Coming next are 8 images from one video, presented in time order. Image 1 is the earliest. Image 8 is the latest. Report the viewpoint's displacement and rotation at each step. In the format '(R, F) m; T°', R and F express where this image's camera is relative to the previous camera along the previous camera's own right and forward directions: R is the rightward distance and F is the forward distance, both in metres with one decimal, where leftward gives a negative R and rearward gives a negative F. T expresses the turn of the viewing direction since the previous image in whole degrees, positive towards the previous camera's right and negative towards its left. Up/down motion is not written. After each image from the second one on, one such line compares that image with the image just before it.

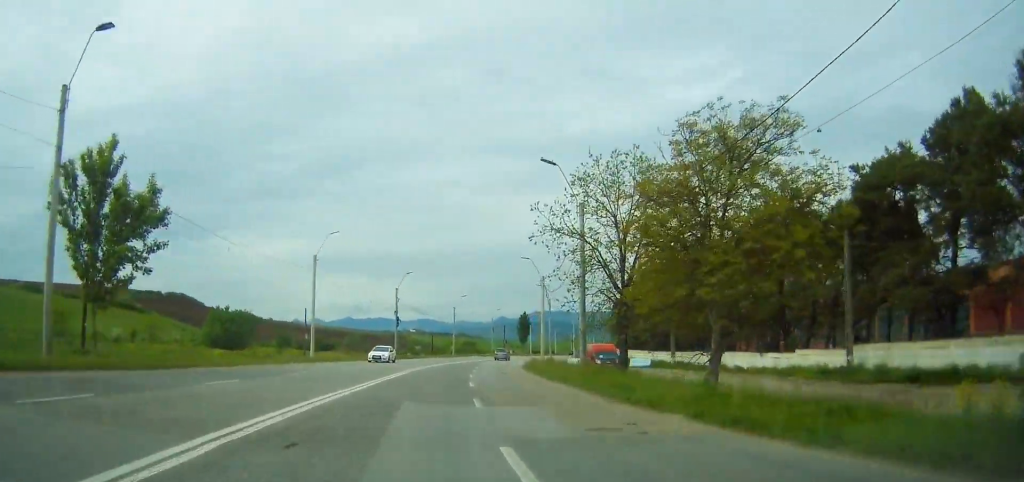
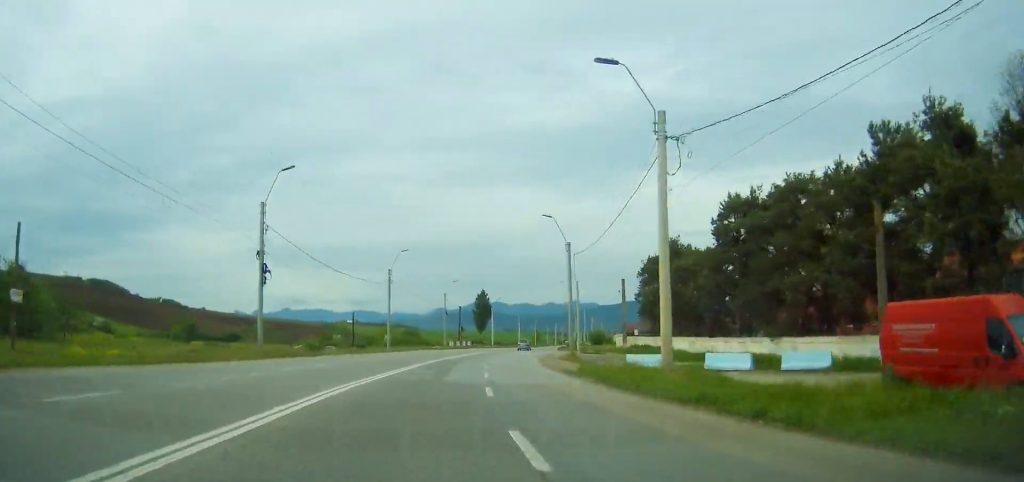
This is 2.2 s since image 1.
(+2.4, +44.3) m; +6°
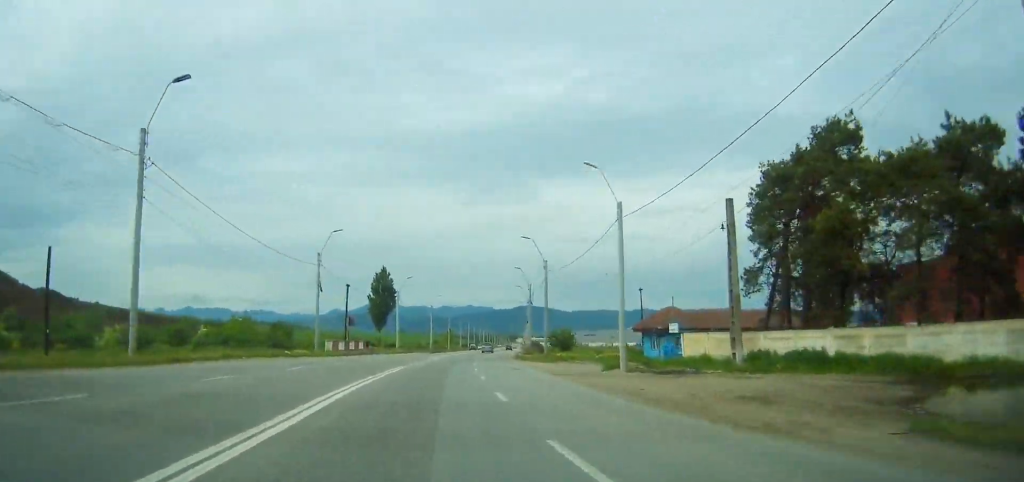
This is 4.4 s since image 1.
(+2.8, +45.7) m; +7°
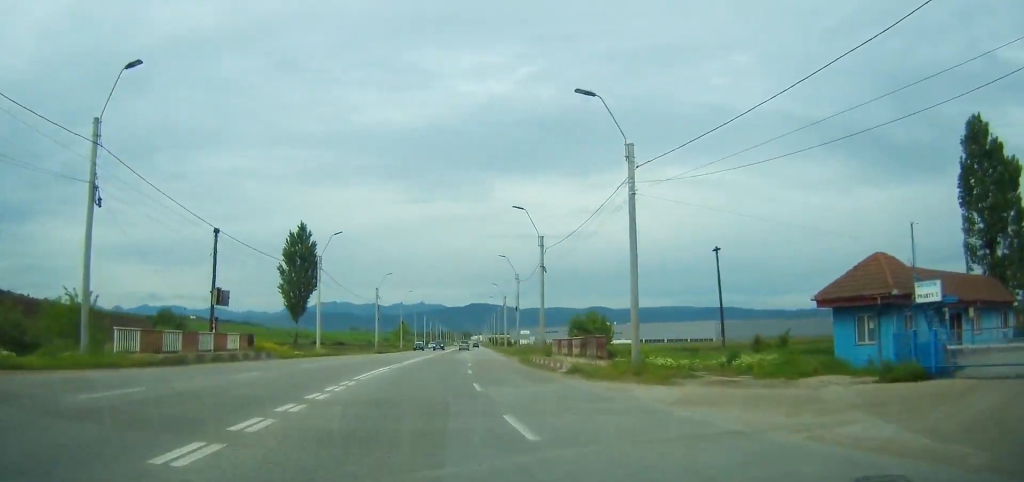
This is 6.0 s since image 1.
(+1.6, +33.8) m; +5°
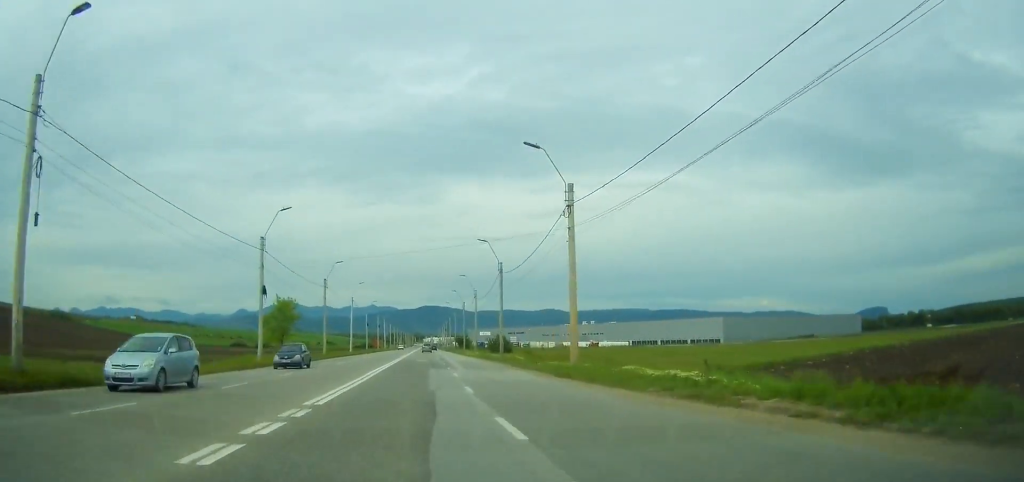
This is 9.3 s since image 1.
(+3.6, +73.6) m; +4°
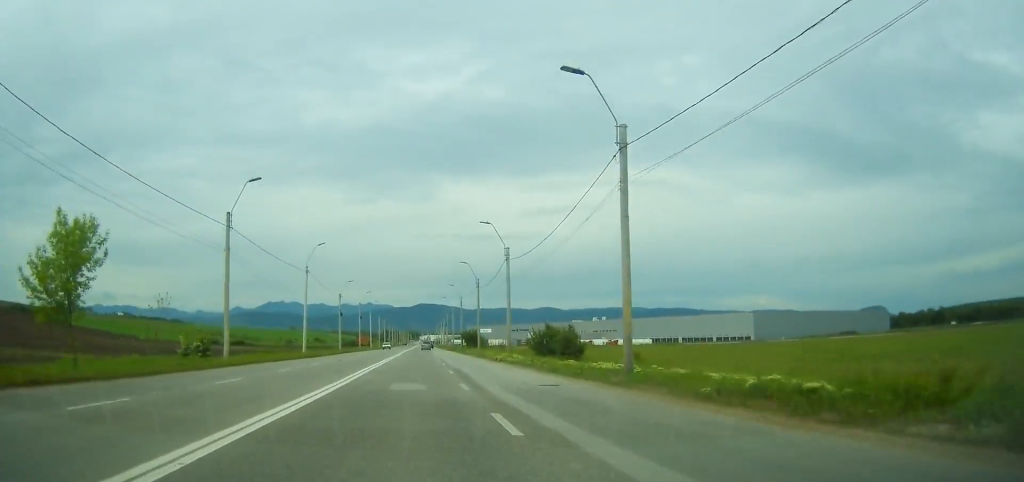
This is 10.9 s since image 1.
(+0.3, +36.3) m; 0°
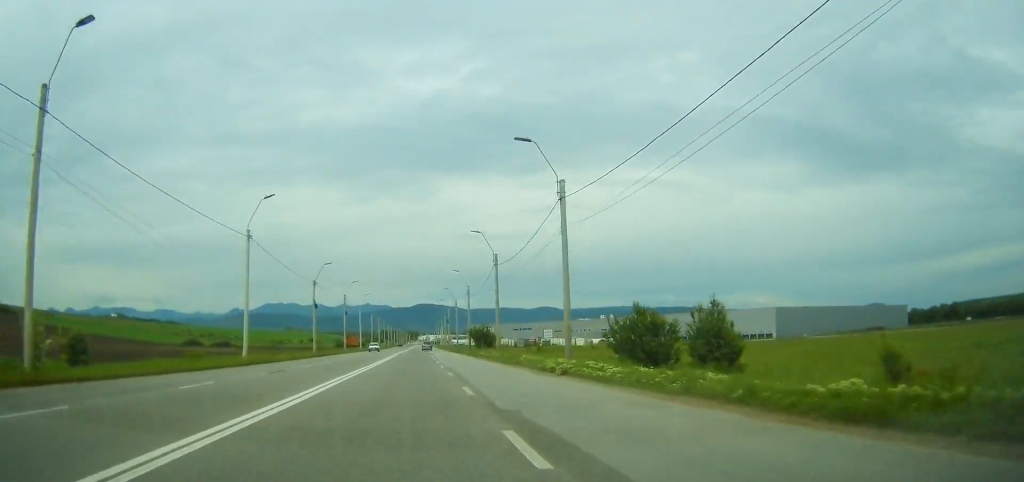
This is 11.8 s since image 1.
(0.0, +20.6) m; 0°
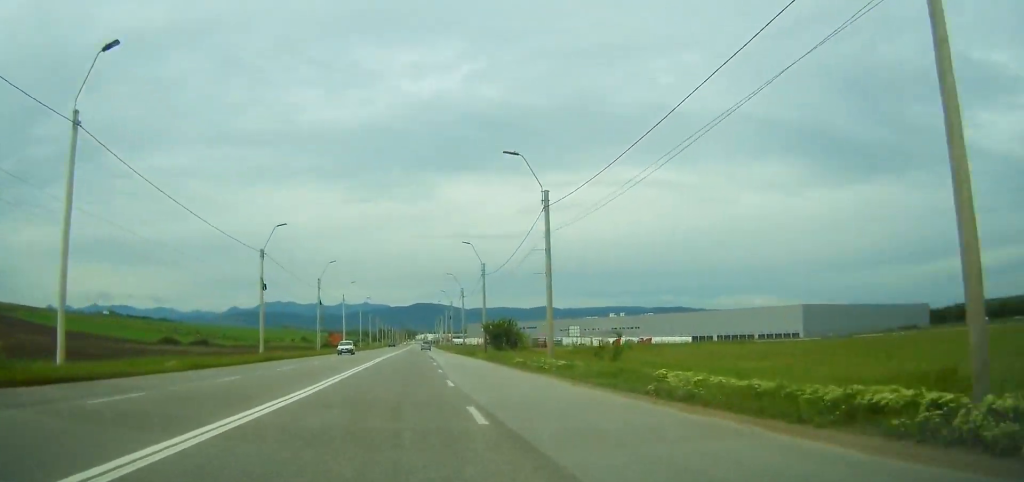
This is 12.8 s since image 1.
(-0.2, +23.2) m; 0°
